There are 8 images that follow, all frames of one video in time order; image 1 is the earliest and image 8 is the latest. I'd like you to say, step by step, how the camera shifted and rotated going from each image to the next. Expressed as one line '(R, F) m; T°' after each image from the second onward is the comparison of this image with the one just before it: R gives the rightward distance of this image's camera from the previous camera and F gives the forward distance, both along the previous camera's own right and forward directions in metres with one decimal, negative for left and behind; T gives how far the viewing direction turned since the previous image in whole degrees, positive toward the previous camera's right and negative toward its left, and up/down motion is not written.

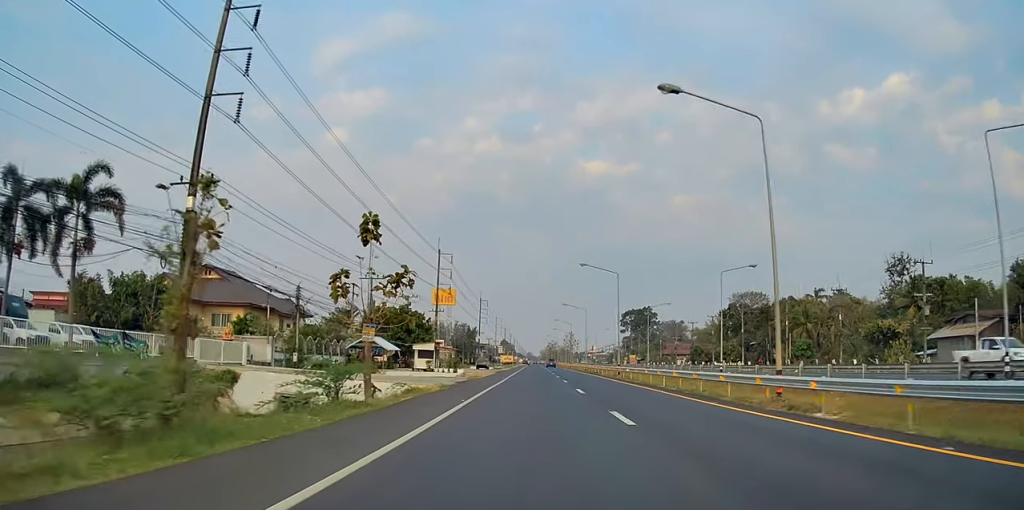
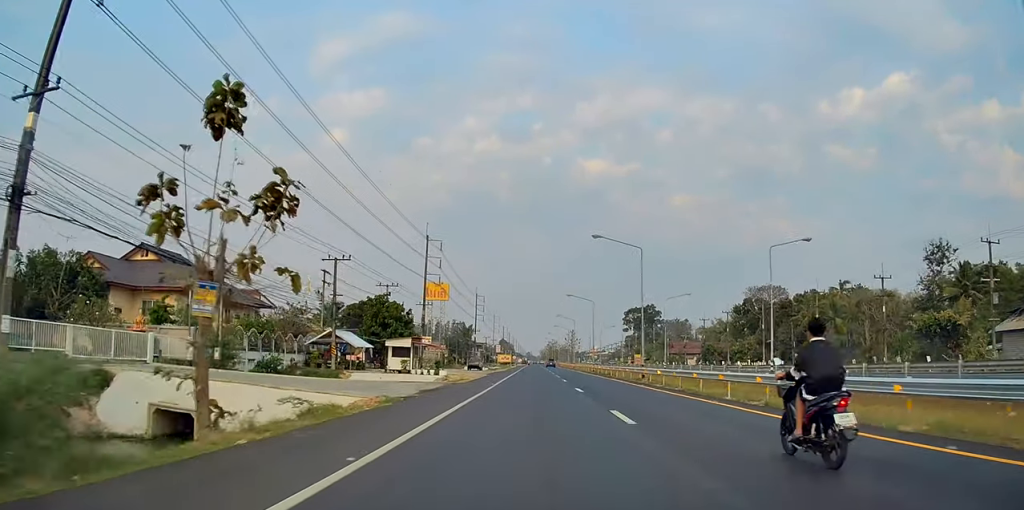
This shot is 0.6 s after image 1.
(0.0, +11.8) m; 0°
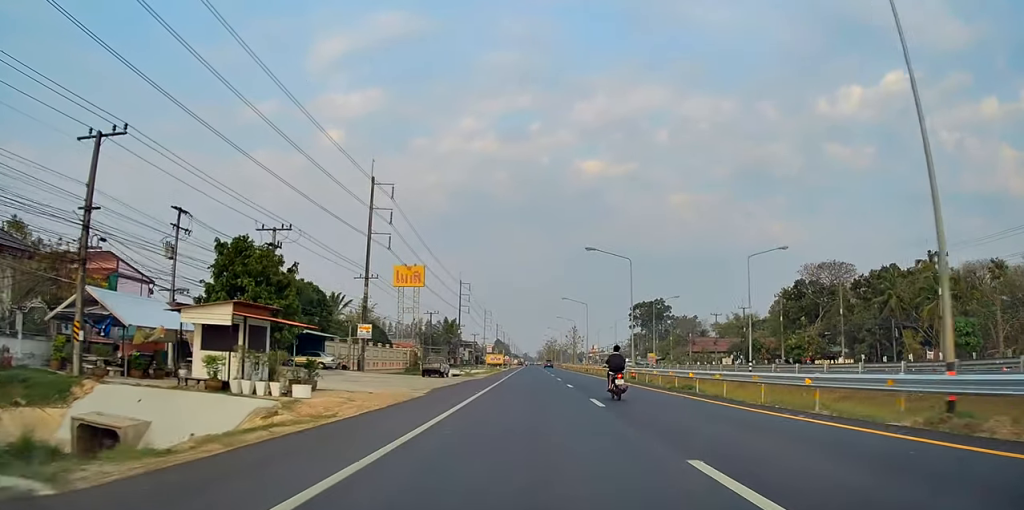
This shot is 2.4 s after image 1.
(0.0, +32.1) m; 0°
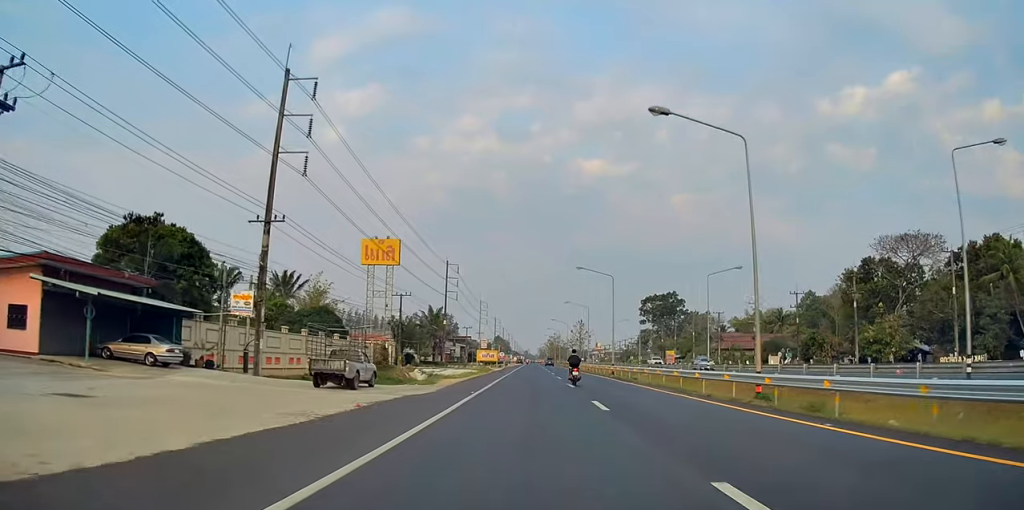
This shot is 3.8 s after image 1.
(0.0, +25.6) m; 0°
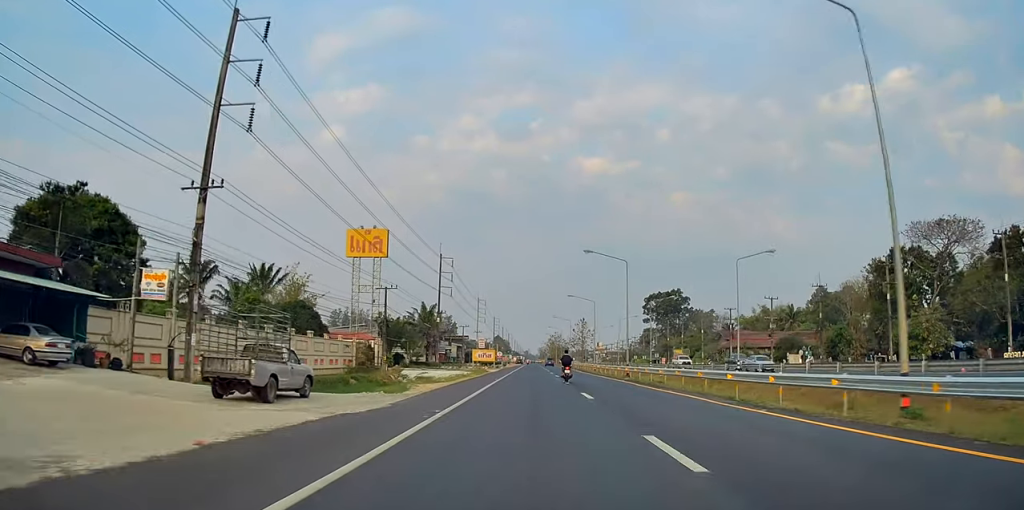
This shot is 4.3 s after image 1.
(+0.1, +8.1) m; 0°
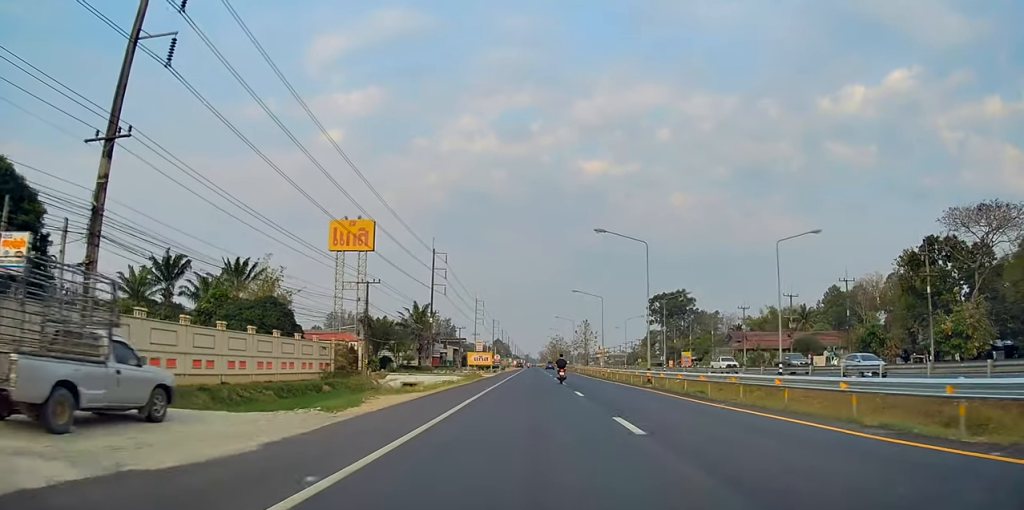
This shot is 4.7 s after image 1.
(0.0, +8.4) m; 0°
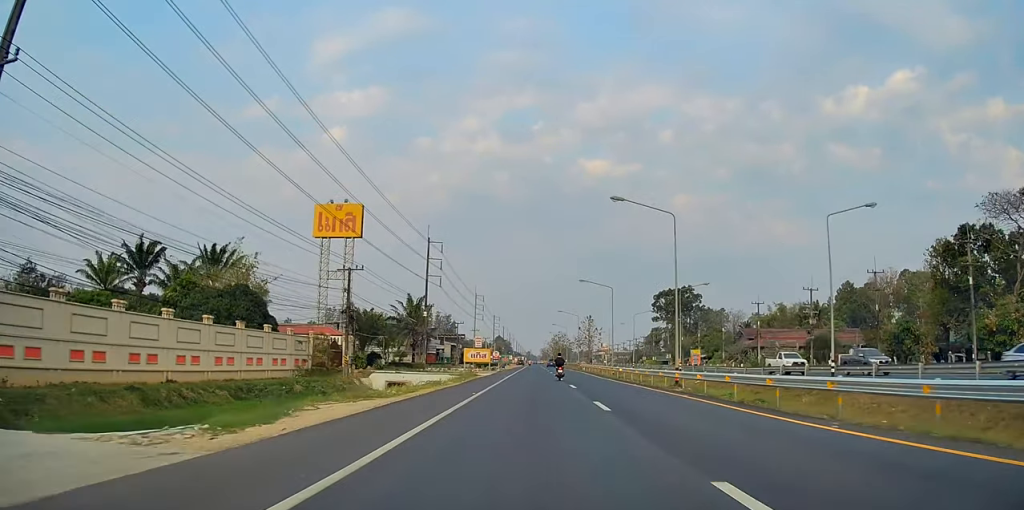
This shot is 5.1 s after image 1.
(0.0, +7.2) m; 0°
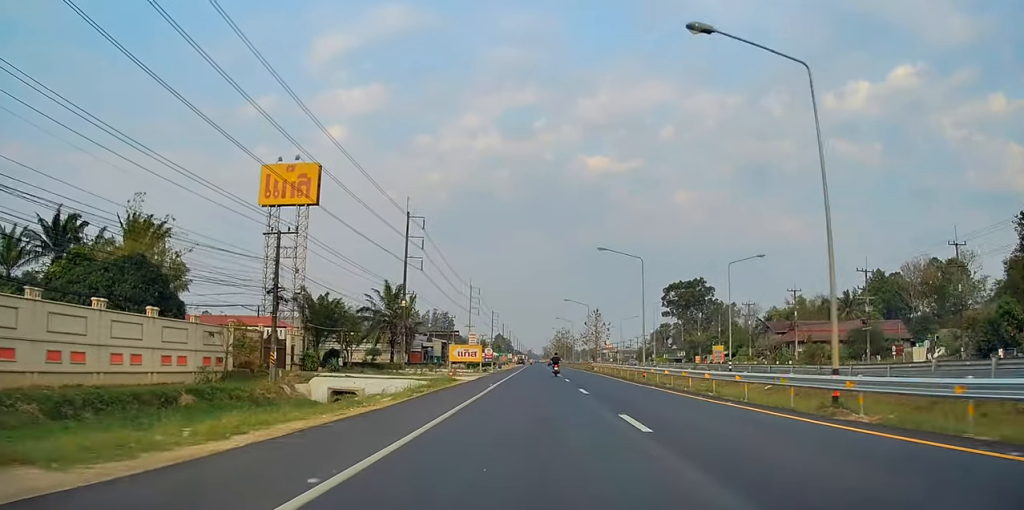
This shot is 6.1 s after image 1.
(-0.1, +16.9) m; 0°
